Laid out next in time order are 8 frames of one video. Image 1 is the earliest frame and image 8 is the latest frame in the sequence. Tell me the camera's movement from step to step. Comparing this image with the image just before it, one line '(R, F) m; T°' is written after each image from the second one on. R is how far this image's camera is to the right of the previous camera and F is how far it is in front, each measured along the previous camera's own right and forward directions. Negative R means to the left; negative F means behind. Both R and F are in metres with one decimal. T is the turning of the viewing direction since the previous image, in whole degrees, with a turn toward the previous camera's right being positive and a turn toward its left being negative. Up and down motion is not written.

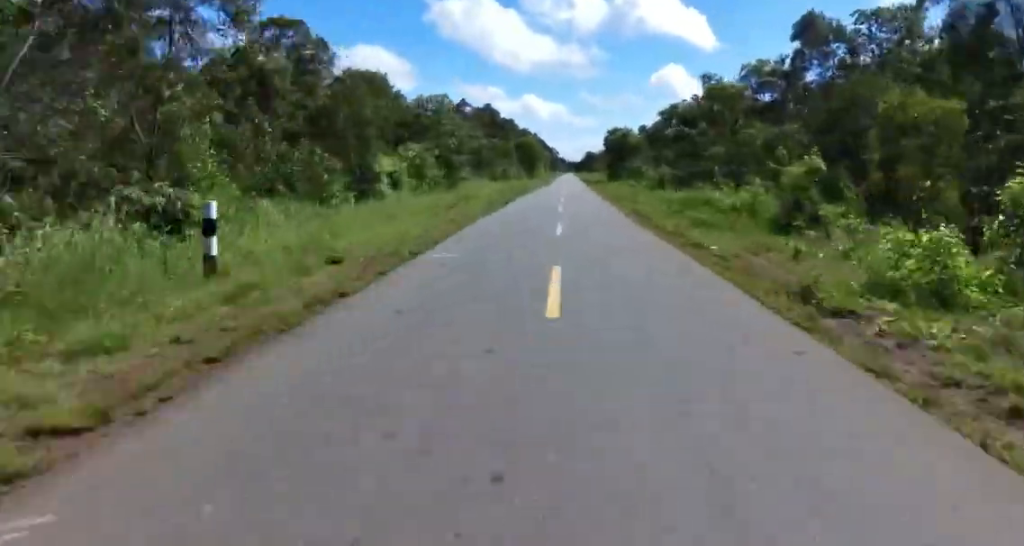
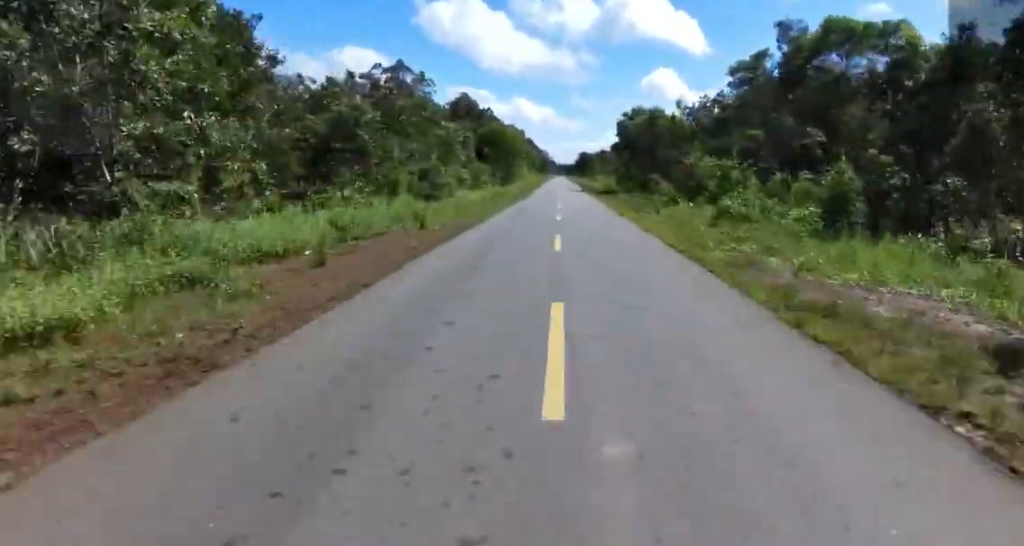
(+2.0, +34.7) m; +4°
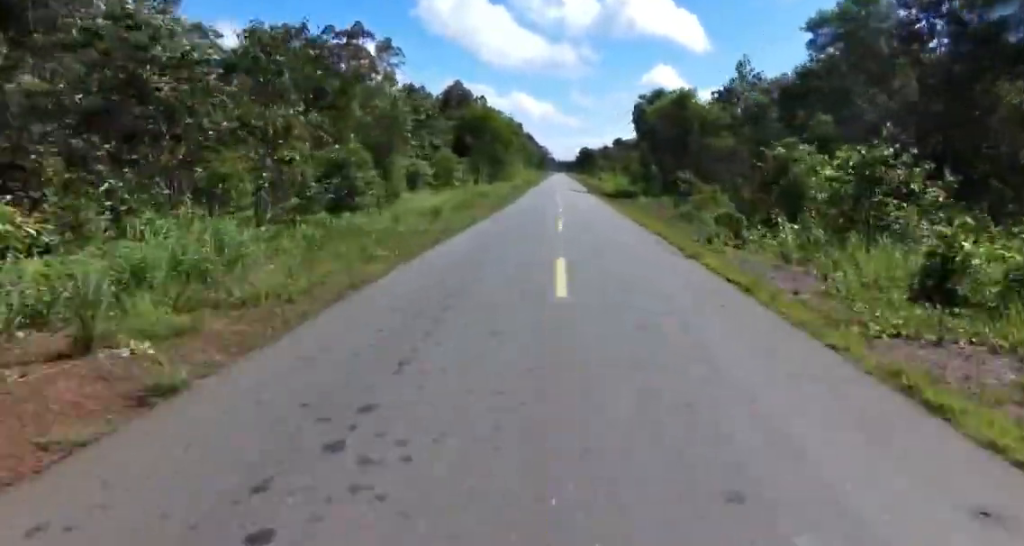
(0.0, +12.7) m; 0°
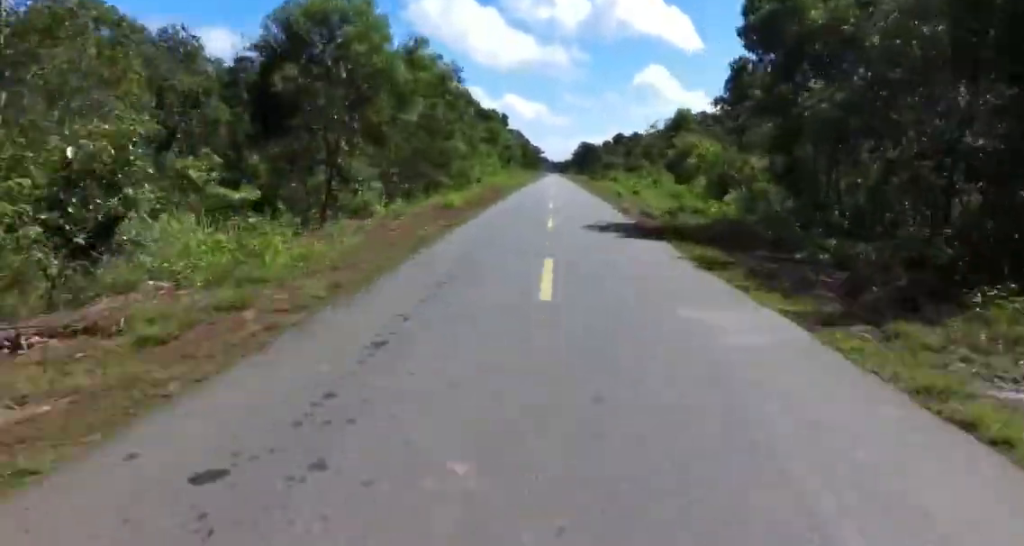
(0.0, +33.1) m; 0°
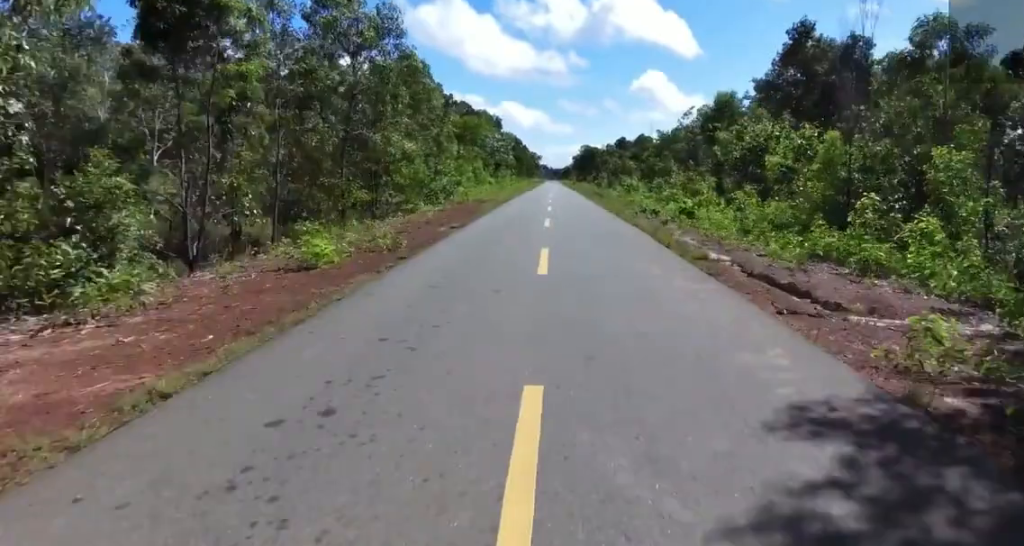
(0.0, +13.4) m; 0°
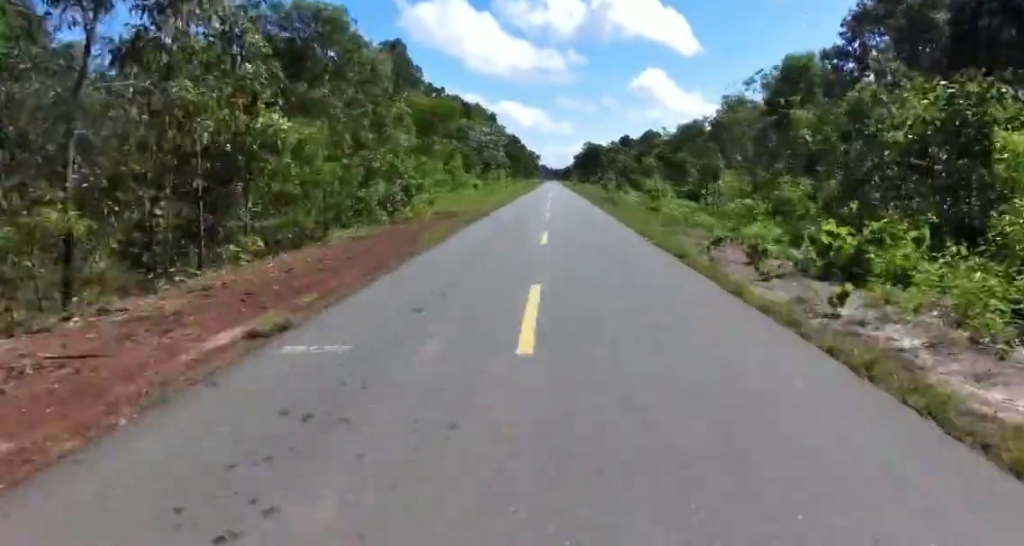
(0.0, +12.8) m; 0°
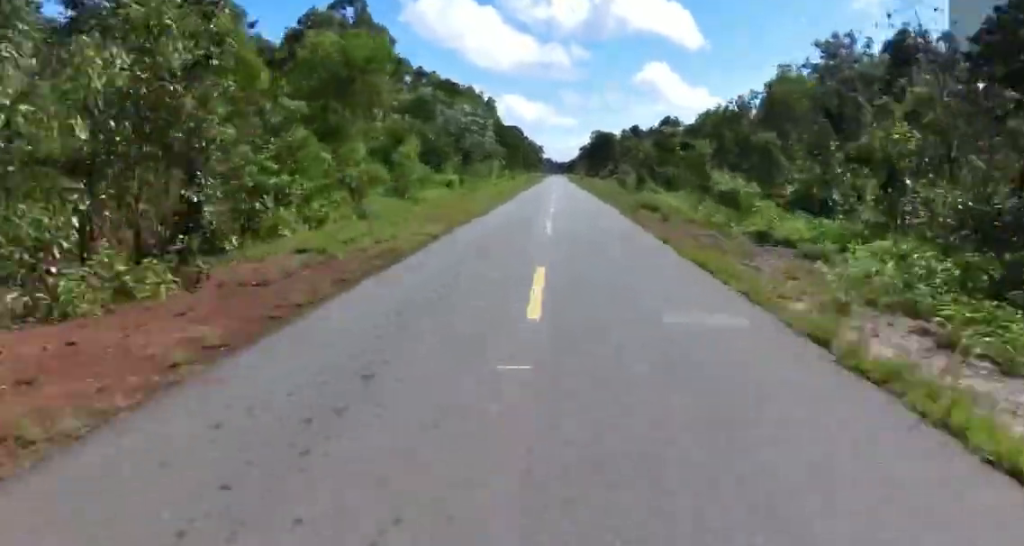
(0.0, +14.7) m; +1°
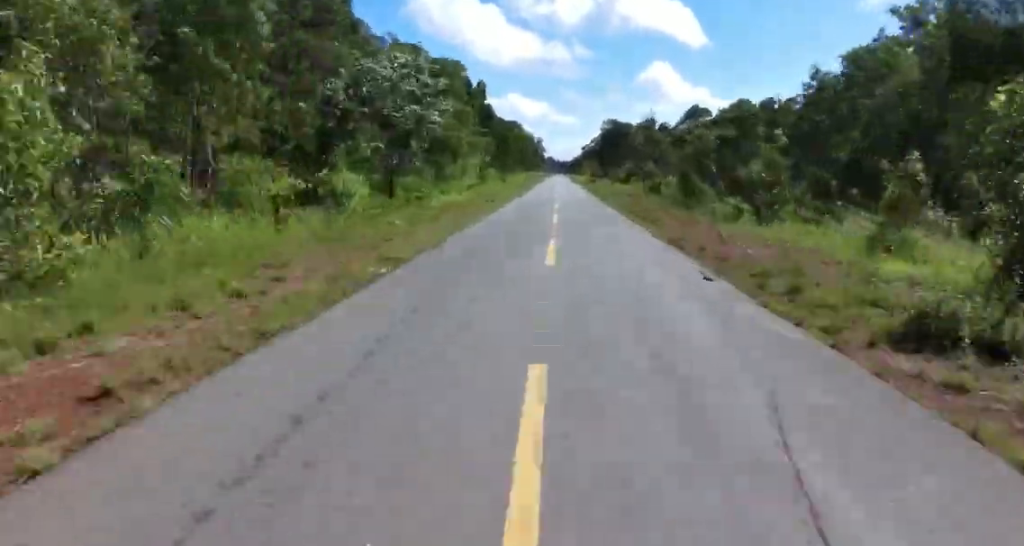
(0.0, +21.3) m; +3°
